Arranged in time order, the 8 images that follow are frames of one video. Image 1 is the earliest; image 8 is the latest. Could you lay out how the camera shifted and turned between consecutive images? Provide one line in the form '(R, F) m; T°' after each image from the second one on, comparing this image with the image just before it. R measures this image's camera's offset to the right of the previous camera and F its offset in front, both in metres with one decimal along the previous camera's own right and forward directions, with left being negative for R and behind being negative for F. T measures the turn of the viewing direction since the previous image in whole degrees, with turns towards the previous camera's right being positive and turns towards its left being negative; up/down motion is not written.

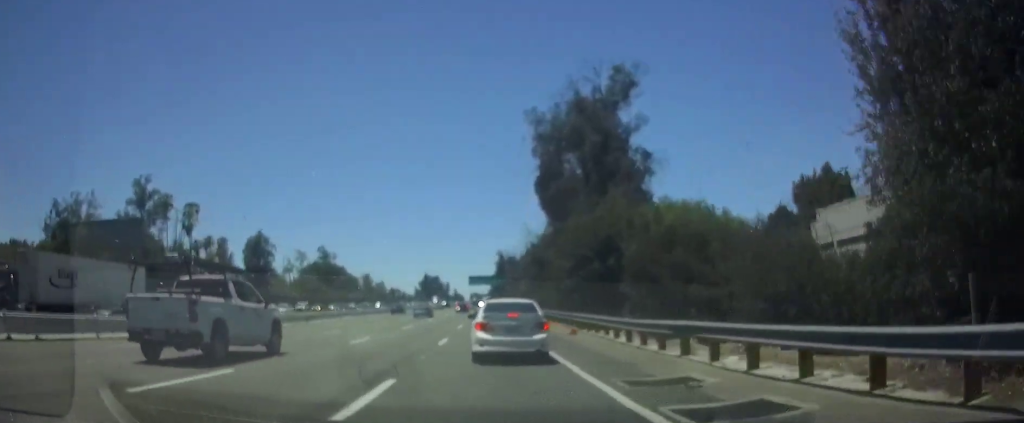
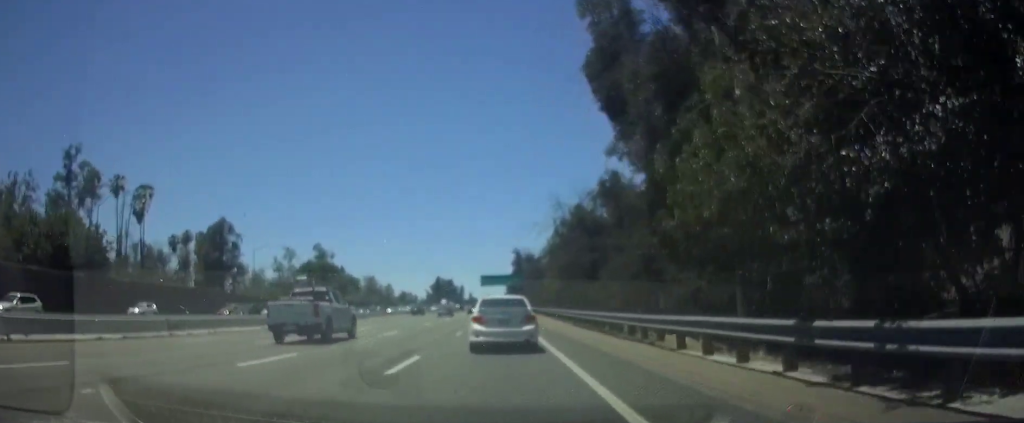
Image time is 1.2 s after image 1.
(-0.3, +24.4) m; -1°
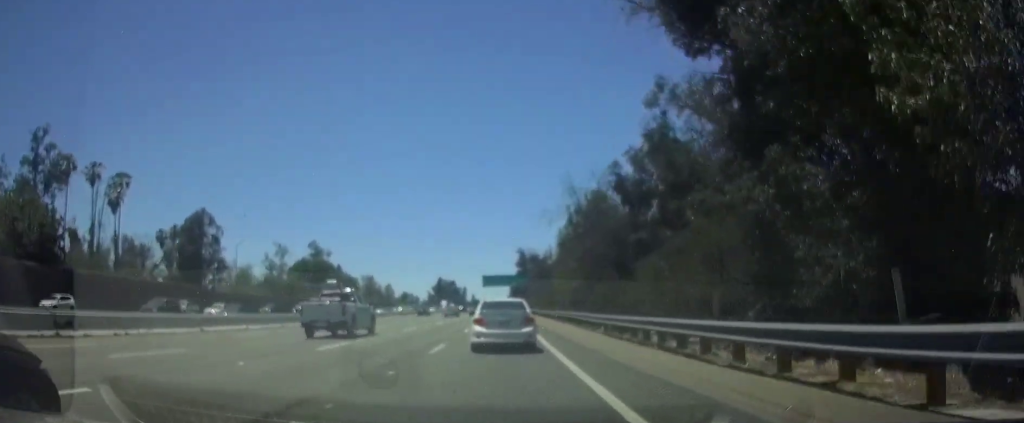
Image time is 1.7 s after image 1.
(0.0, +9.1) m; 0°
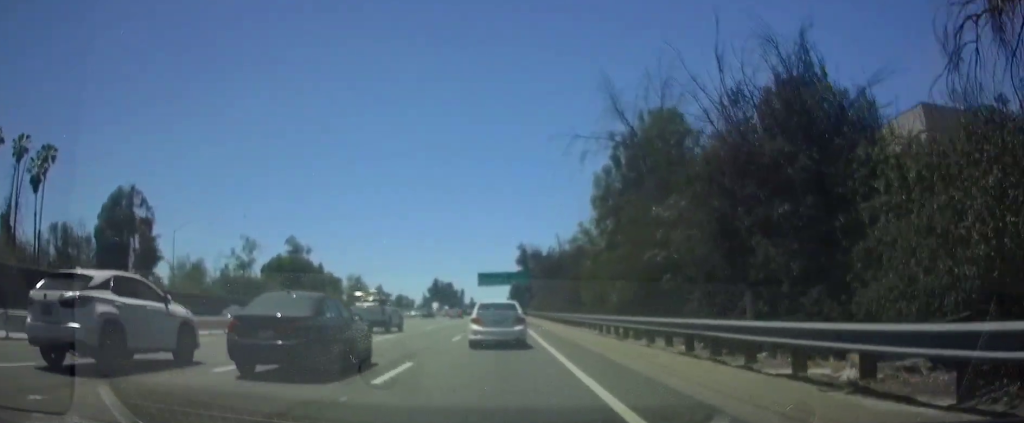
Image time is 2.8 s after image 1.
(0.0, +21.1) m; 0°
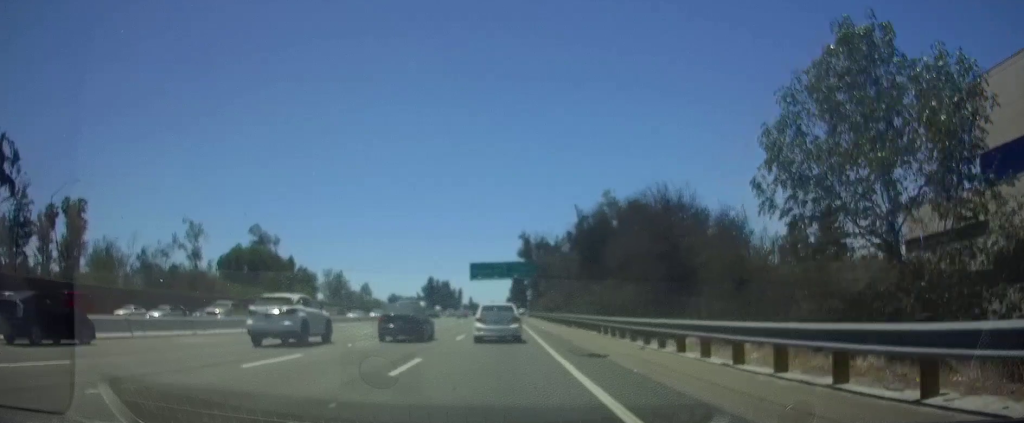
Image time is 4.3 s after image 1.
(0.0, +28.0) m; 0°
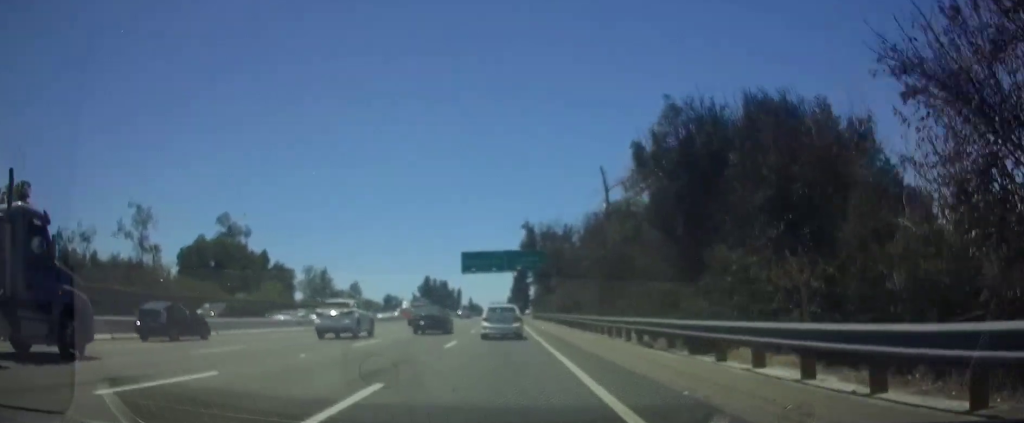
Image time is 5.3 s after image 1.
(+0.1, +20.0) m; 0°
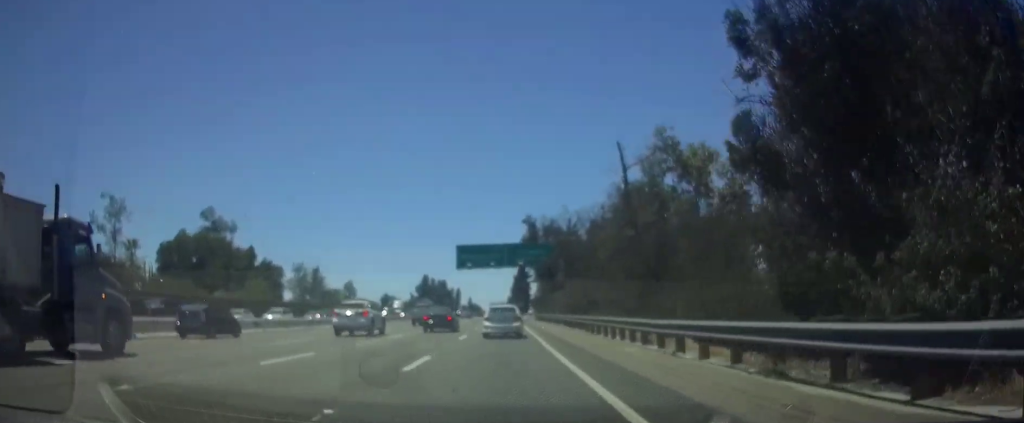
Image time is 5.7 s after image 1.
(0.0, +8.5) m; 0°
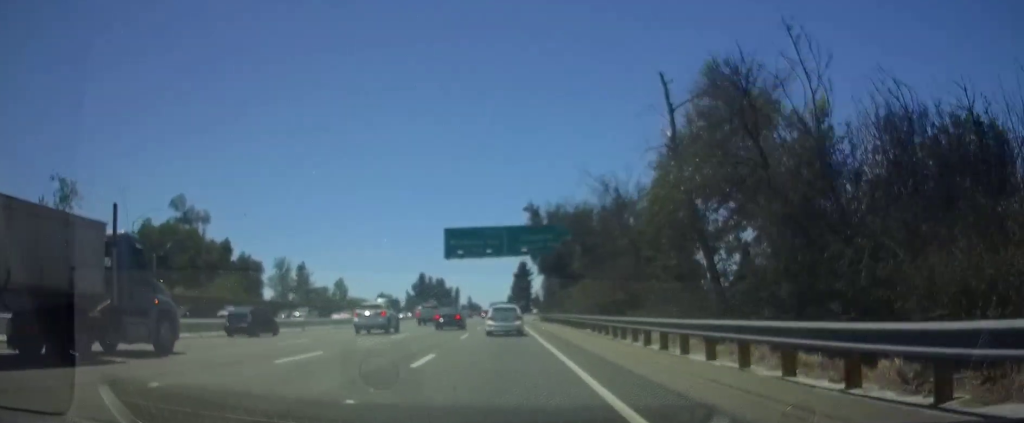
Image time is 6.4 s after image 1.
(-0.1, +13.8) m; 0°
